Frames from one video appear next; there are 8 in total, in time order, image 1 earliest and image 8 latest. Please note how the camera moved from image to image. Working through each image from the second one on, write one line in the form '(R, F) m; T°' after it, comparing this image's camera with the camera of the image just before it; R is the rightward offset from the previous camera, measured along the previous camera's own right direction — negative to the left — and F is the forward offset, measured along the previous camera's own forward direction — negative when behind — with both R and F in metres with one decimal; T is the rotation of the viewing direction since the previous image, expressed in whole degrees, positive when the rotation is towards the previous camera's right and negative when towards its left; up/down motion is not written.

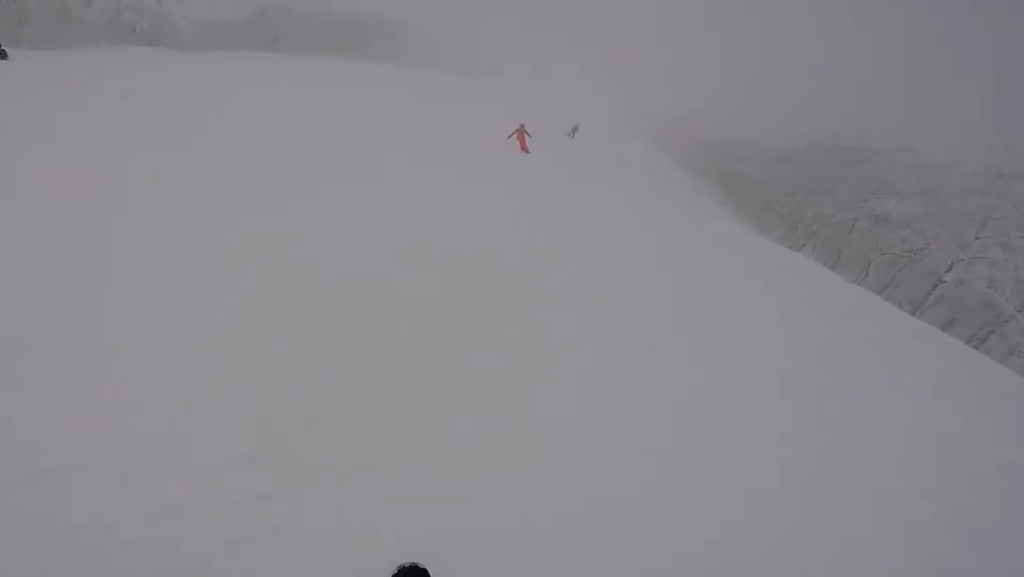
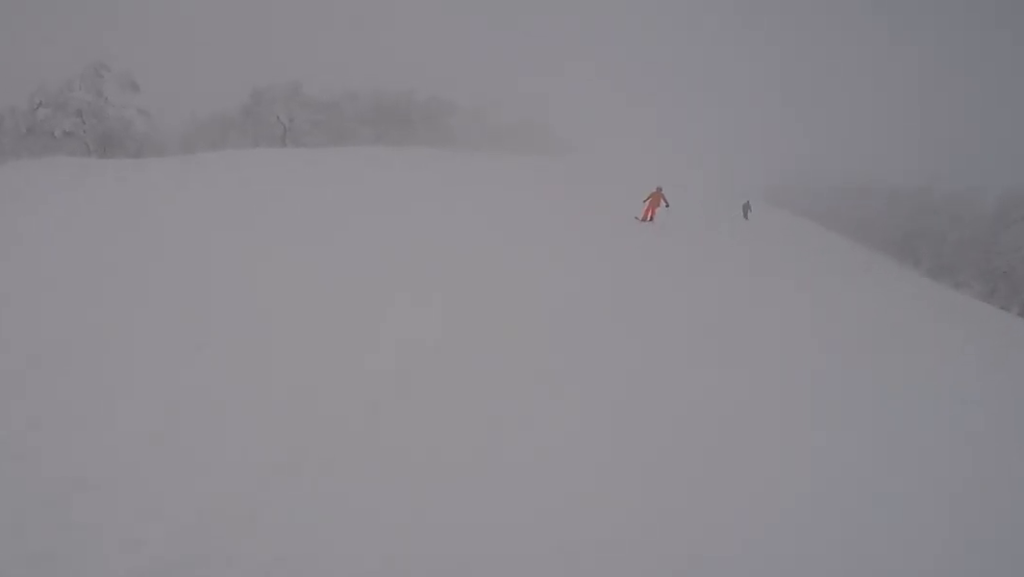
(-0.4, +12.2) m; +5°
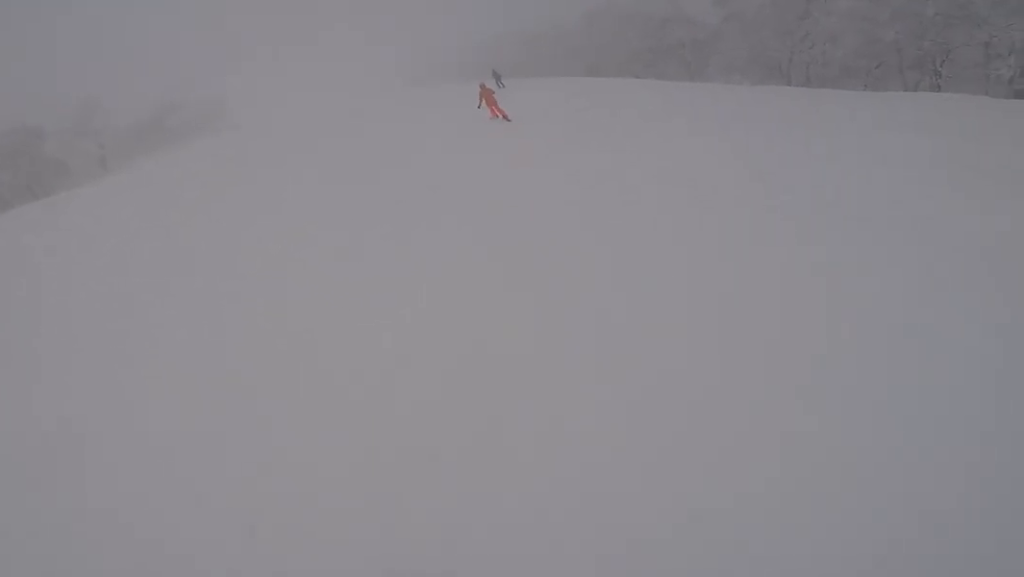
(+3.1, +15.3) m; +28°
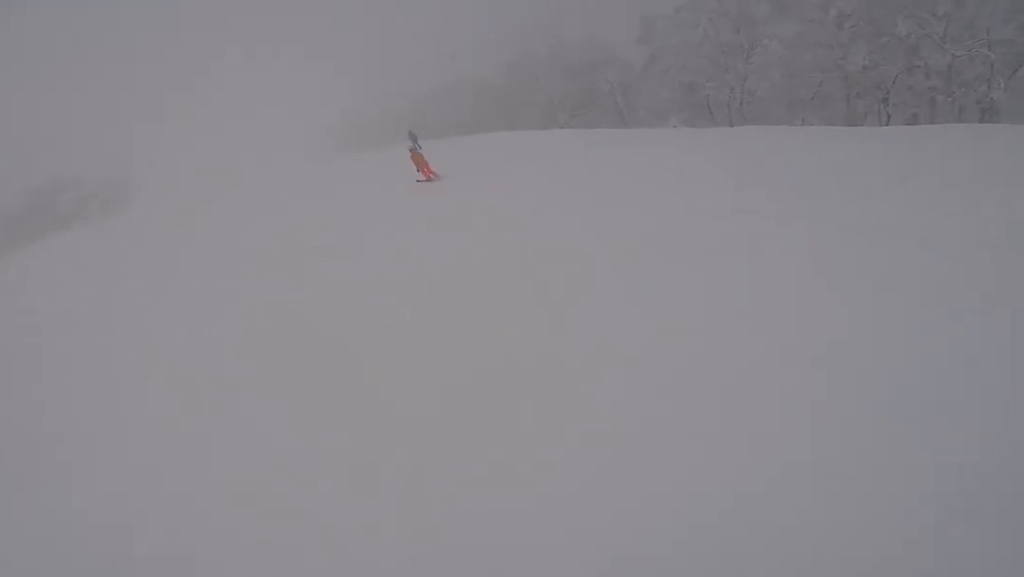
(+0.7, +4.3) m; 0°
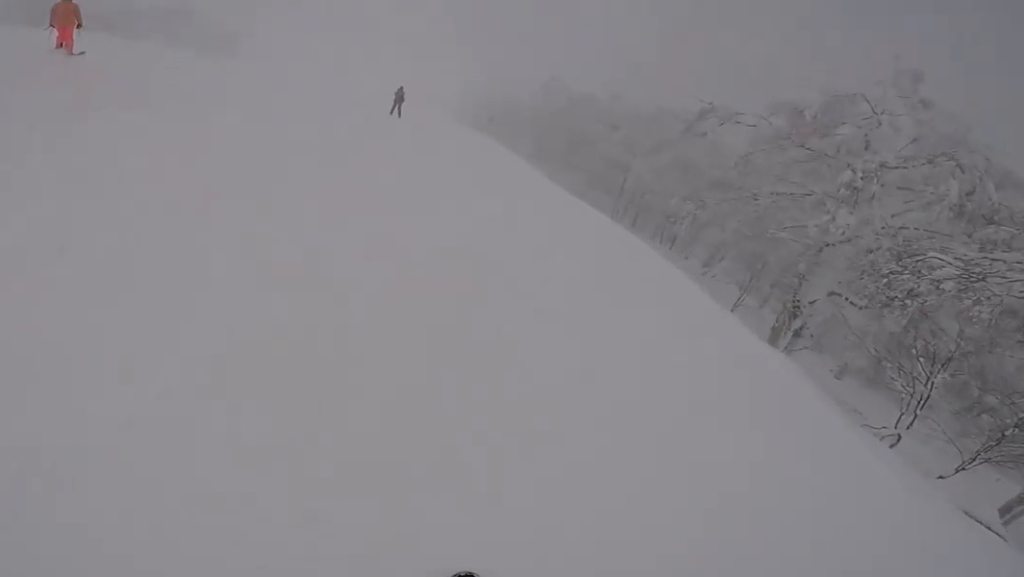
(-3.0, +19.8) m; -30°
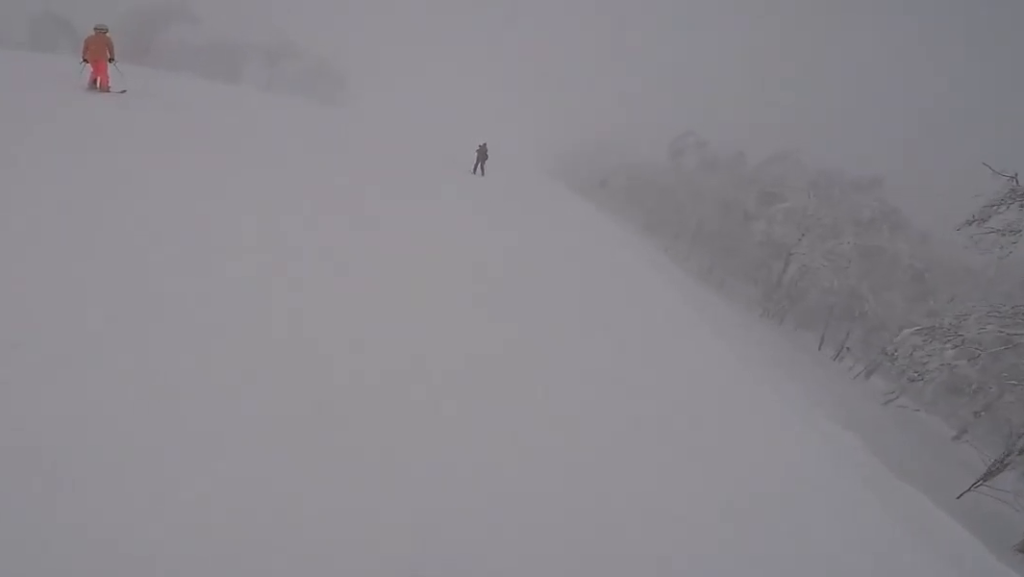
(-0.8, +4.9) m; -13°
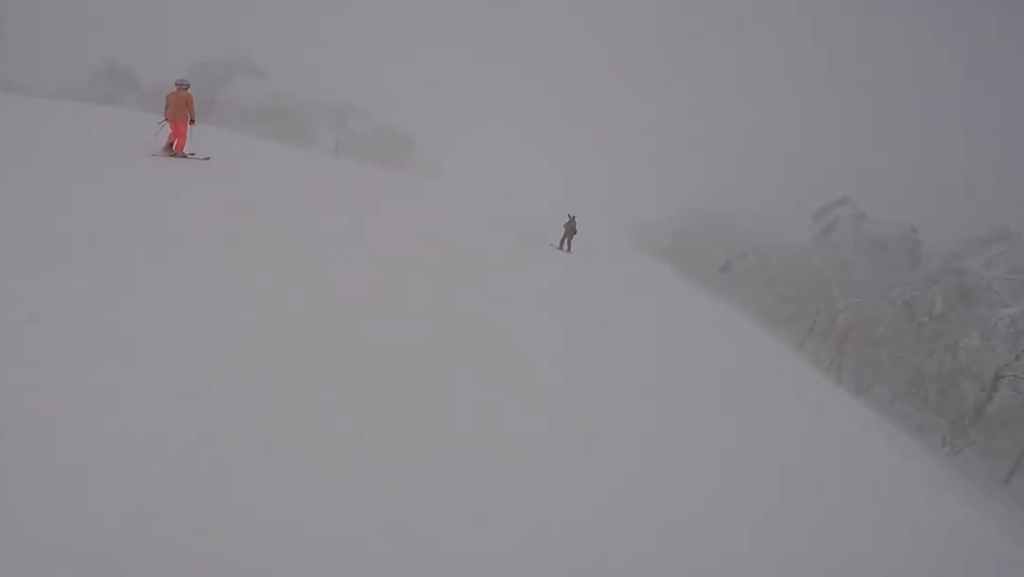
(-0.5, +4.0) m; -10°
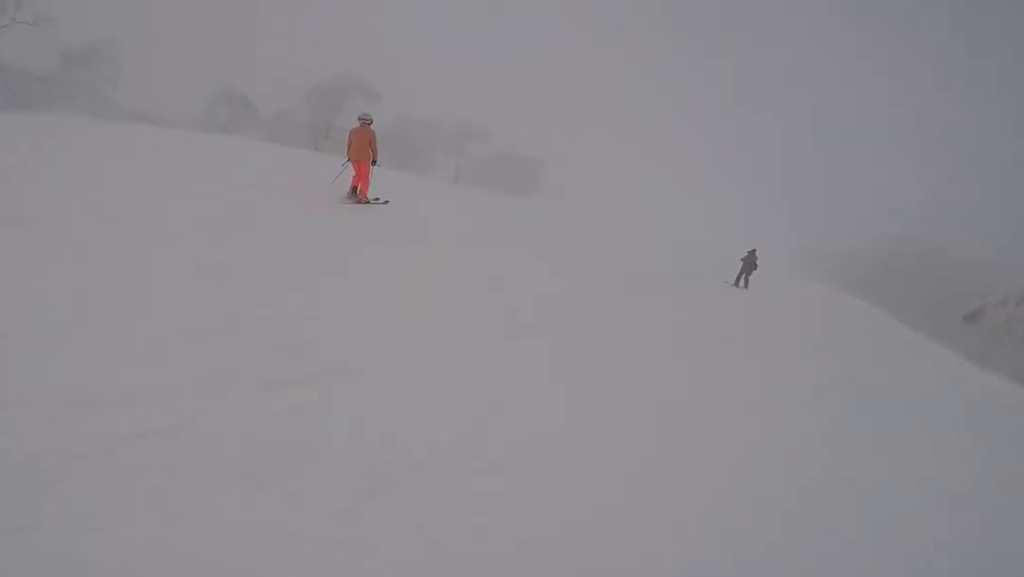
(-0.2, +3.1) m; +1°
